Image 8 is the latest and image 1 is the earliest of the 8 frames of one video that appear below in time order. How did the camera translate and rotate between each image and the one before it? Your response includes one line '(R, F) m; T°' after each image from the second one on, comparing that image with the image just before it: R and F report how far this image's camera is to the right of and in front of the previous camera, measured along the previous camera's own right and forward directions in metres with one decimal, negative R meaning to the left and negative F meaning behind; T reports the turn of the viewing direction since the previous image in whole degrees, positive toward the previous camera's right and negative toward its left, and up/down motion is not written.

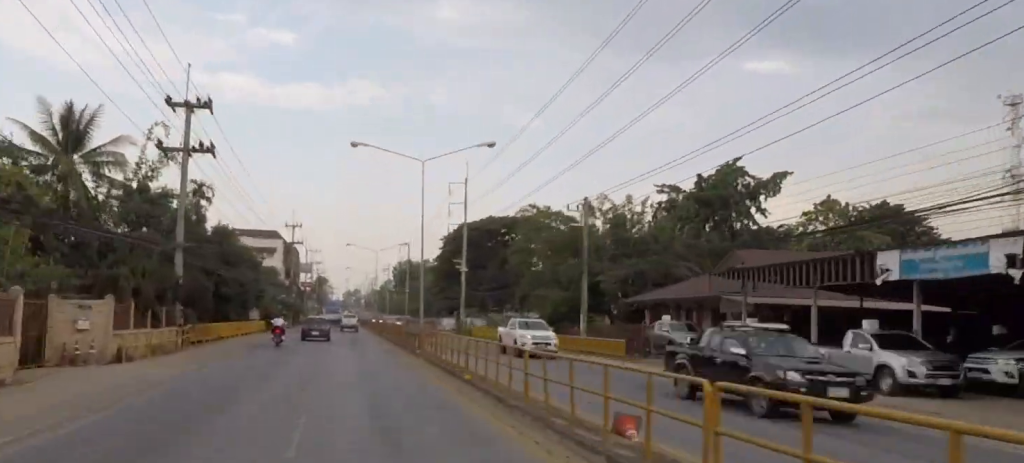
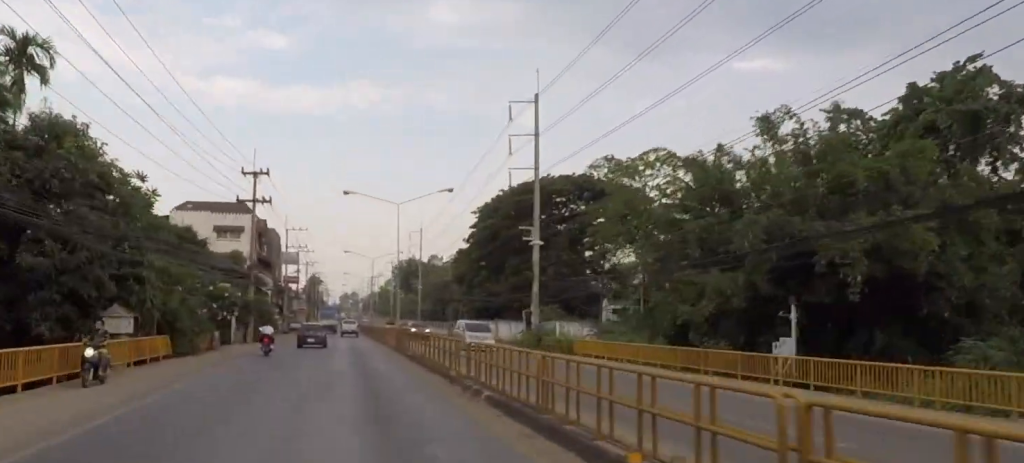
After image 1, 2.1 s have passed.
(-1.0, +33.8) m; -1°
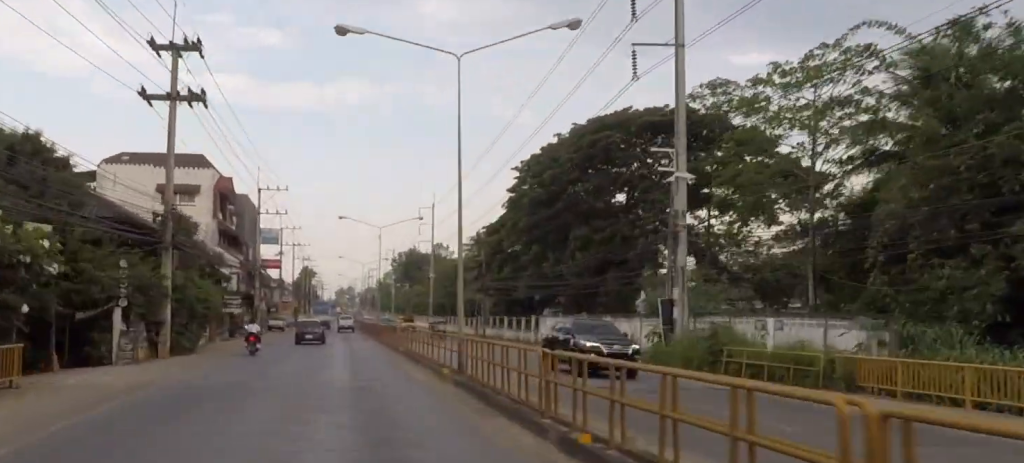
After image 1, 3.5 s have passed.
(+0.9, +23.1) m; 0°
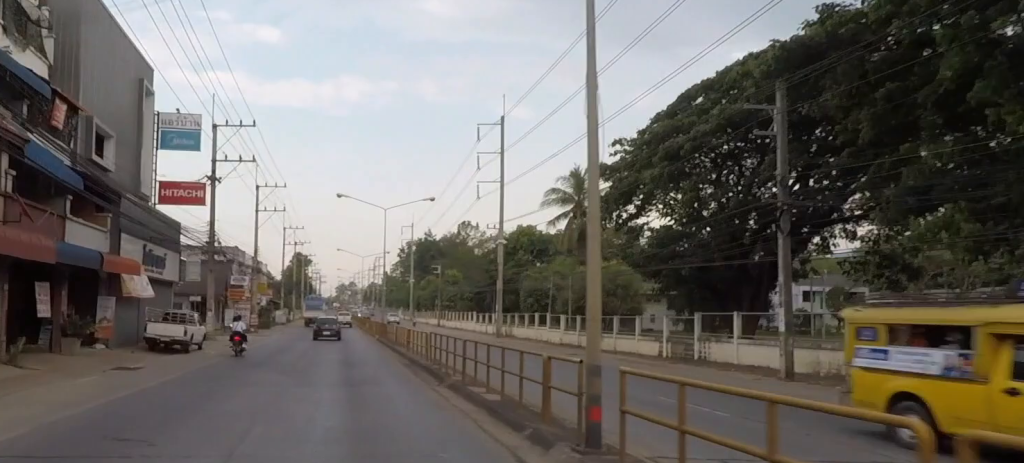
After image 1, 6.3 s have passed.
(-0.8, +45.6) m; +1°
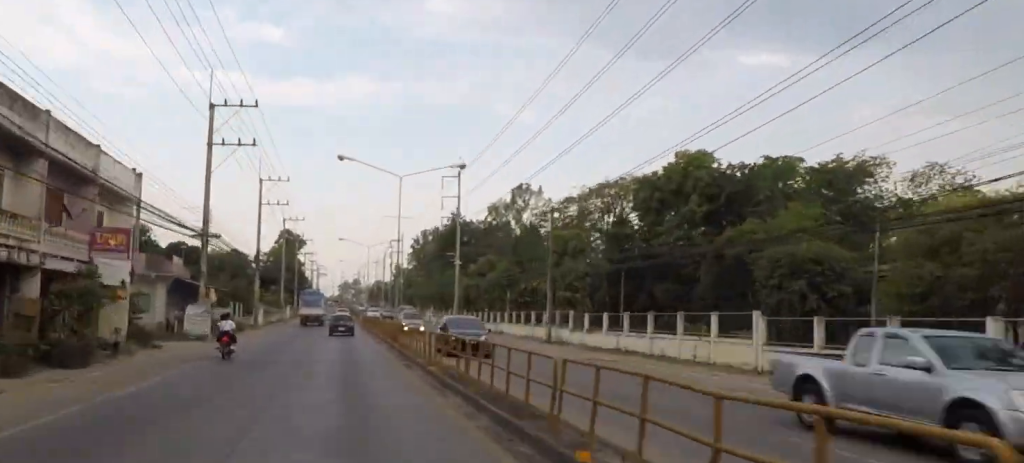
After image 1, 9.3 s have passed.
(+1.4, +51.8) m; +1°
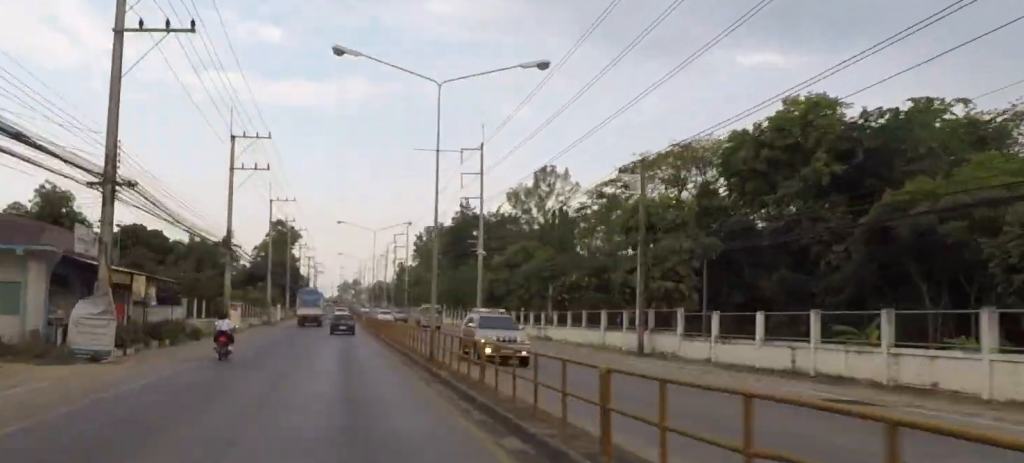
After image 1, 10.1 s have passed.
(0.0, +15.2) m; 0°
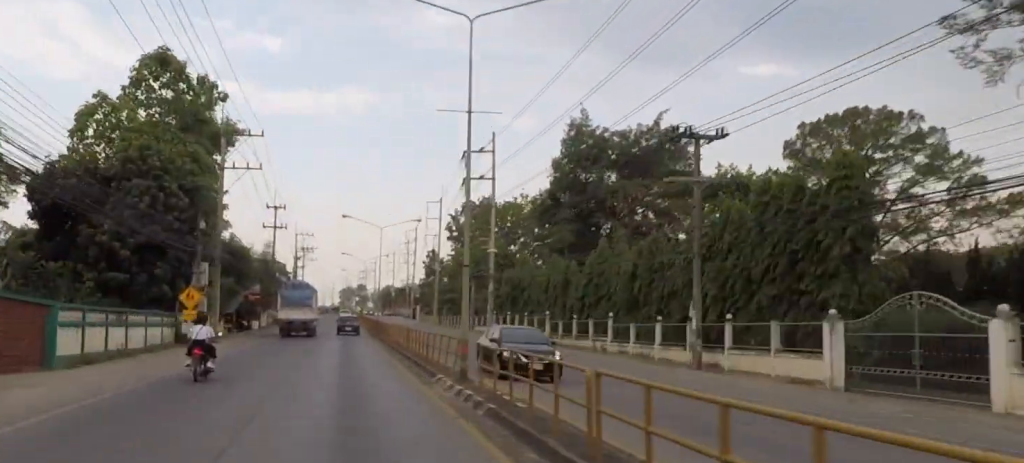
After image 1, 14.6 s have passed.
(-1.2, +86.1) m; -1°
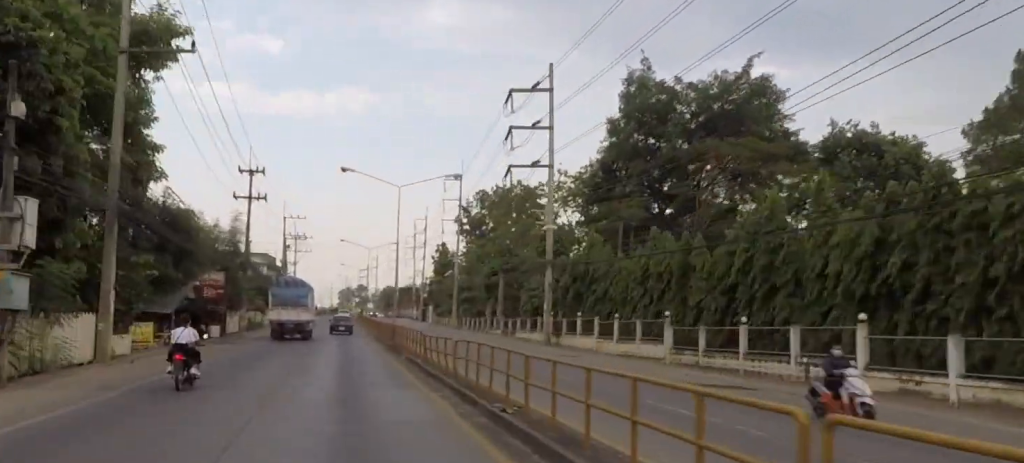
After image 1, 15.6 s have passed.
(+0.1, +19.4) m; 0°
